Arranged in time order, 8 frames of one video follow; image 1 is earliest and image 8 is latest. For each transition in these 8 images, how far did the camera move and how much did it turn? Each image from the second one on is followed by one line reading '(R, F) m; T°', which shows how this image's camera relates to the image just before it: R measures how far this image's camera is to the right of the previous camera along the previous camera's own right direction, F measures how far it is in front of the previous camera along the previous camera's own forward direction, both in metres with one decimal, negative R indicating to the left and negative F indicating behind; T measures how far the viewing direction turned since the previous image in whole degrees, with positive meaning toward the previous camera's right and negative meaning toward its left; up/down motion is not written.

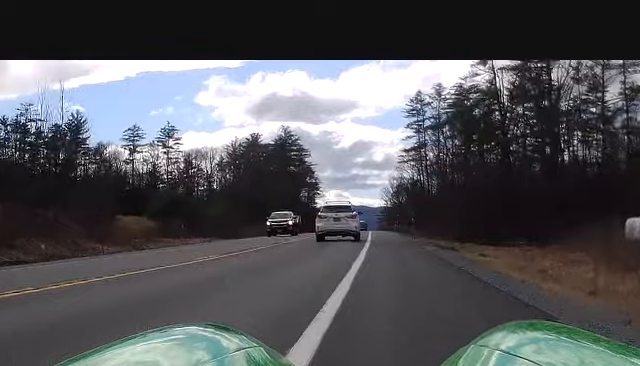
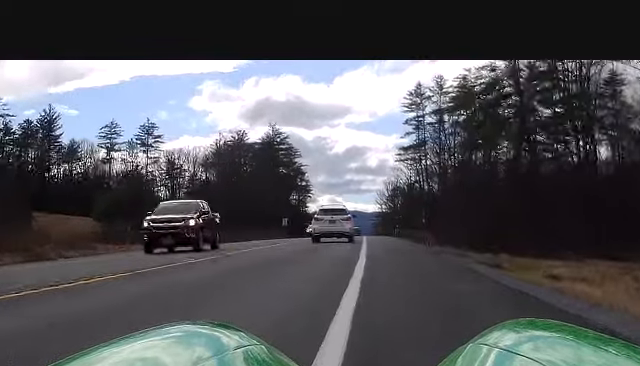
(0.0, +12.1) m; 0°
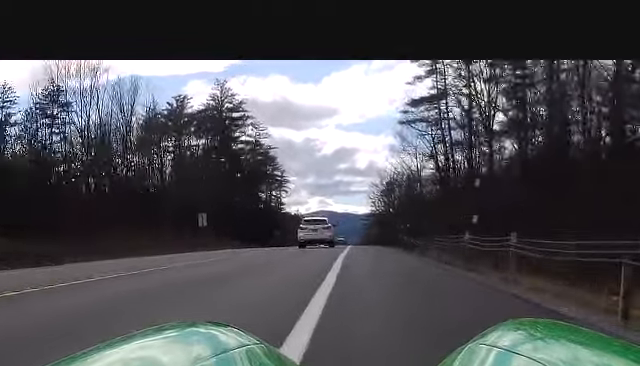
(-0.6, +53.5) m; -1°
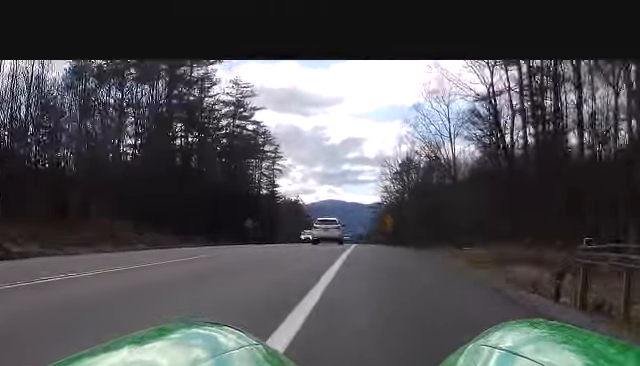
(0.0, +46.4) m; 0°
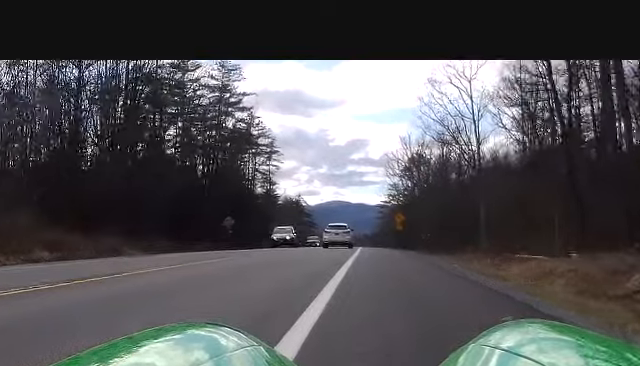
(0.0, +20.8) m; 0°
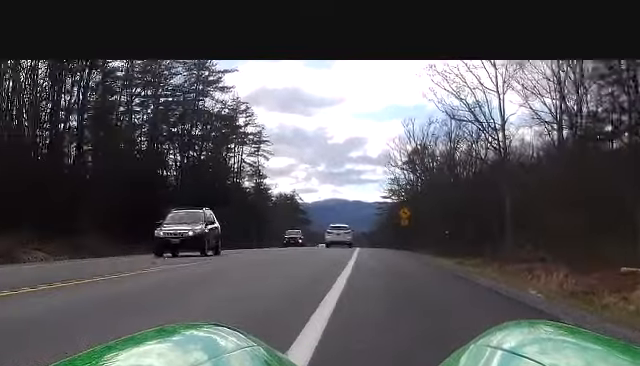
(+0.1, +15.3) m; 0°
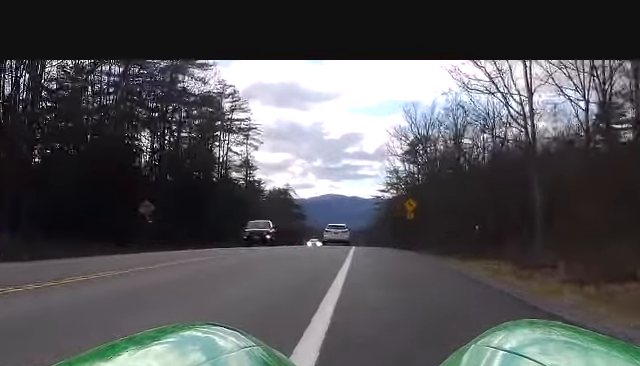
(0.0, +11.7) m; 0°
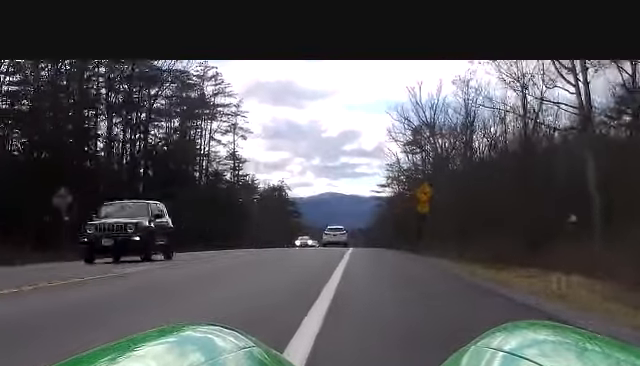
(0.0, +13.6) m; 0°
